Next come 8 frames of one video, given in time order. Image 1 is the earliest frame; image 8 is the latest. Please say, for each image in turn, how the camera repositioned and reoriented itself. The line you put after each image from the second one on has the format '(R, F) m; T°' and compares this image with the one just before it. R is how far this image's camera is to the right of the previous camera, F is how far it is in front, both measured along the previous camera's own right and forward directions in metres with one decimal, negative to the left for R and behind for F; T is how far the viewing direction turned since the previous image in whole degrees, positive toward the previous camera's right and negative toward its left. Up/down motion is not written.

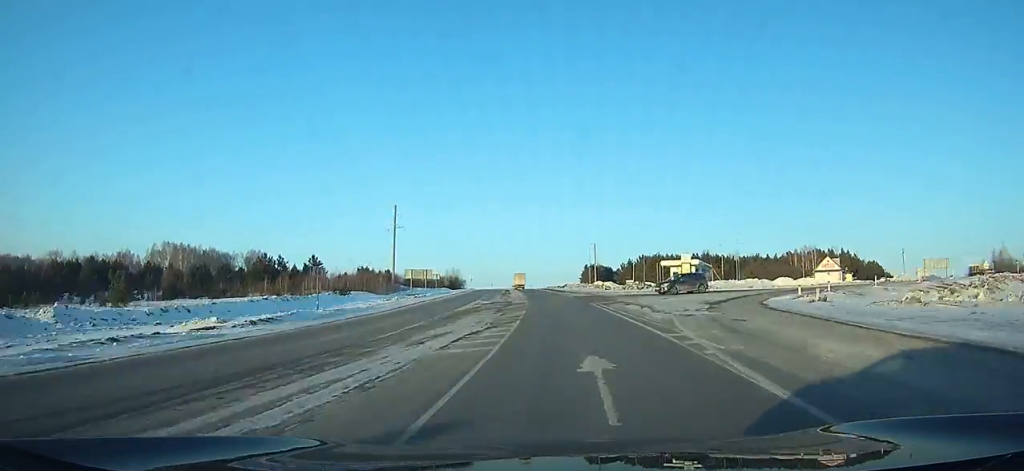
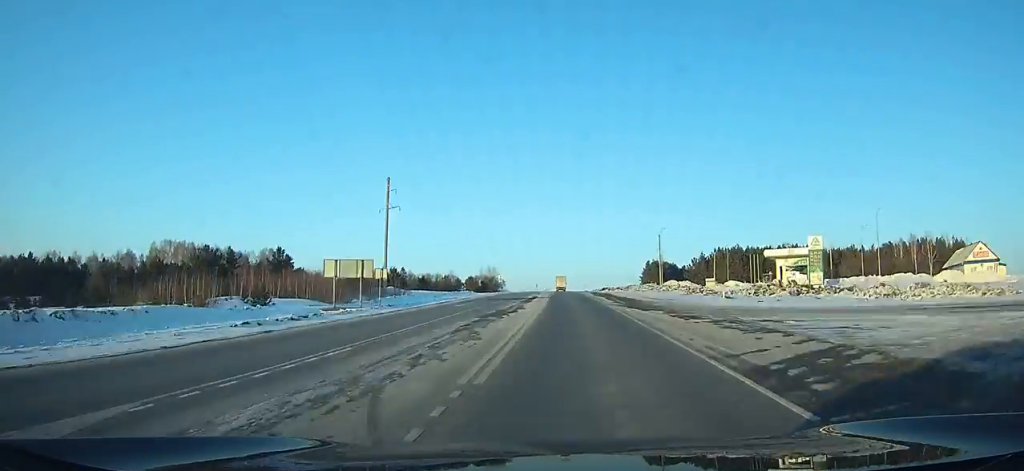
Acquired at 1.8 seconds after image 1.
(-3.2, +41.0) m; -4°
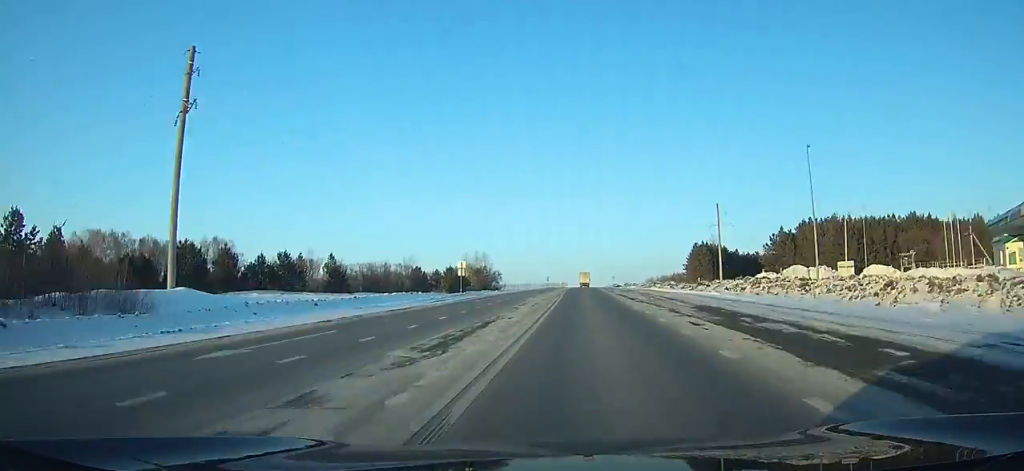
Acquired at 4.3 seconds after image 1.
(-2.8, +57.5) m; -3°
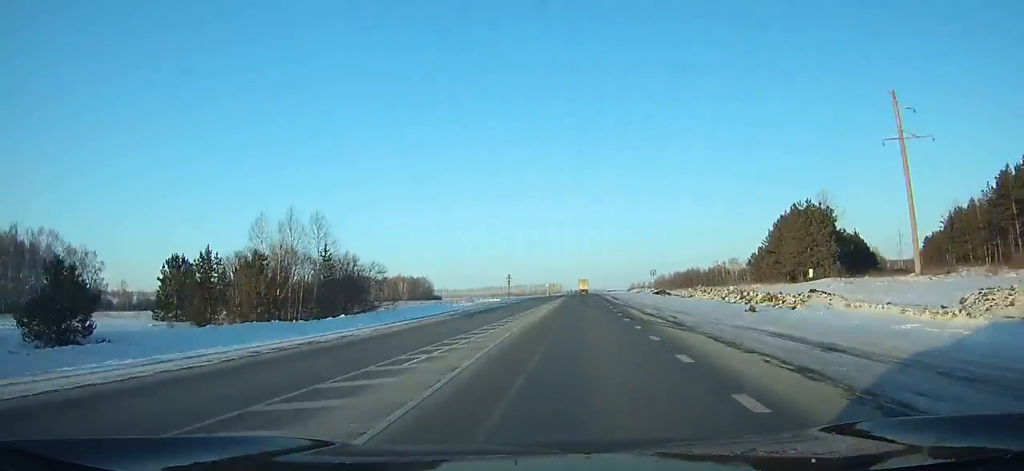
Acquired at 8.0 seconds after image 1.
(-0.4, +86.9) m; 0°
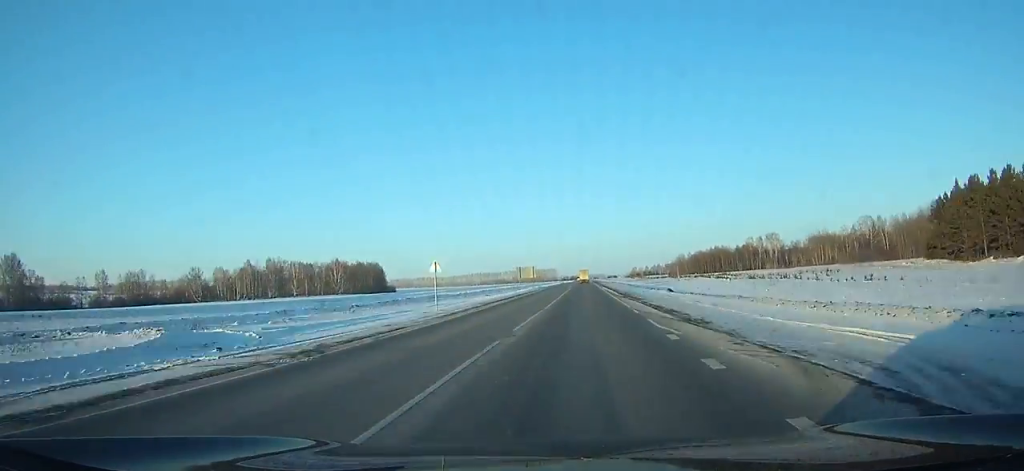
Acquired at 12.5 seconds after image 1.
(+0.7, +108.8) m; +1°
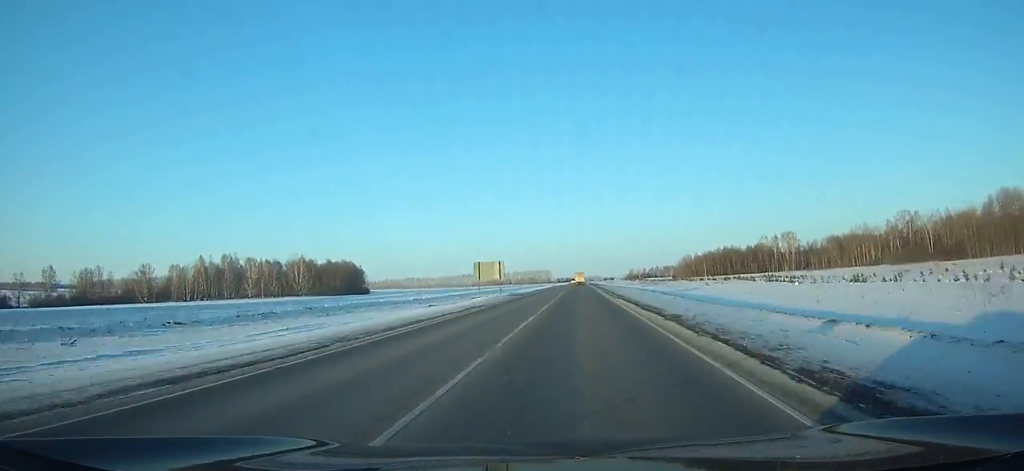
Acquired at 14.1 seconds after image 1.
(+0.1, +39.9) m; 0°
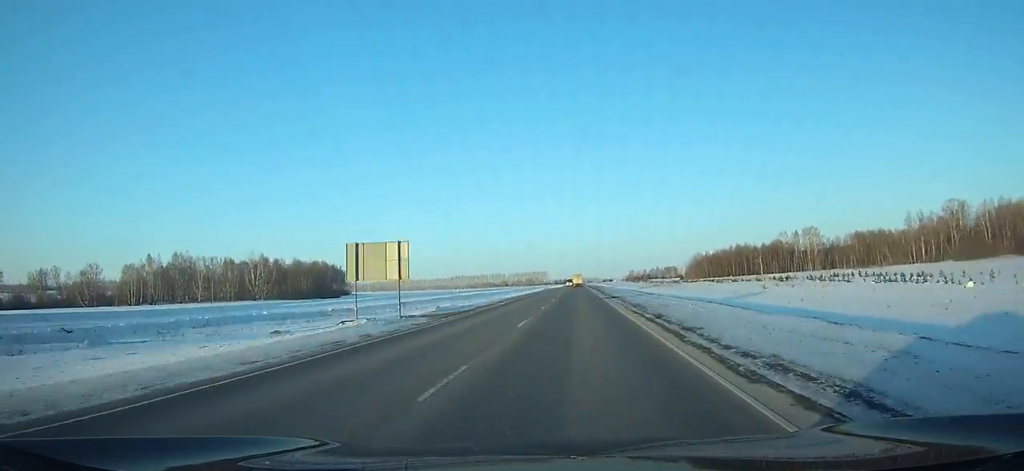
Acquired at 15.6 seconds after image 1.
(0.0, +37.6) m; 0°
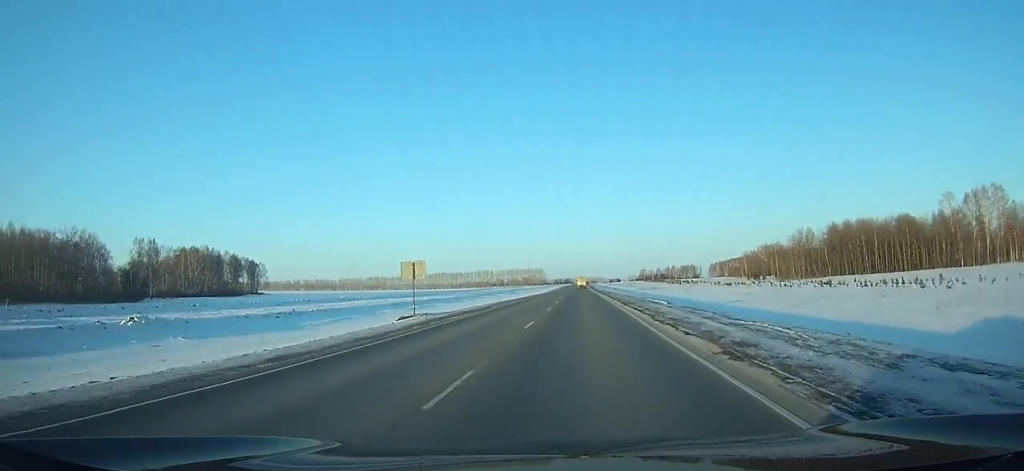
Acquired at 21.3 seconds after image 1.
(-0.2, +148.5) m; 0°
